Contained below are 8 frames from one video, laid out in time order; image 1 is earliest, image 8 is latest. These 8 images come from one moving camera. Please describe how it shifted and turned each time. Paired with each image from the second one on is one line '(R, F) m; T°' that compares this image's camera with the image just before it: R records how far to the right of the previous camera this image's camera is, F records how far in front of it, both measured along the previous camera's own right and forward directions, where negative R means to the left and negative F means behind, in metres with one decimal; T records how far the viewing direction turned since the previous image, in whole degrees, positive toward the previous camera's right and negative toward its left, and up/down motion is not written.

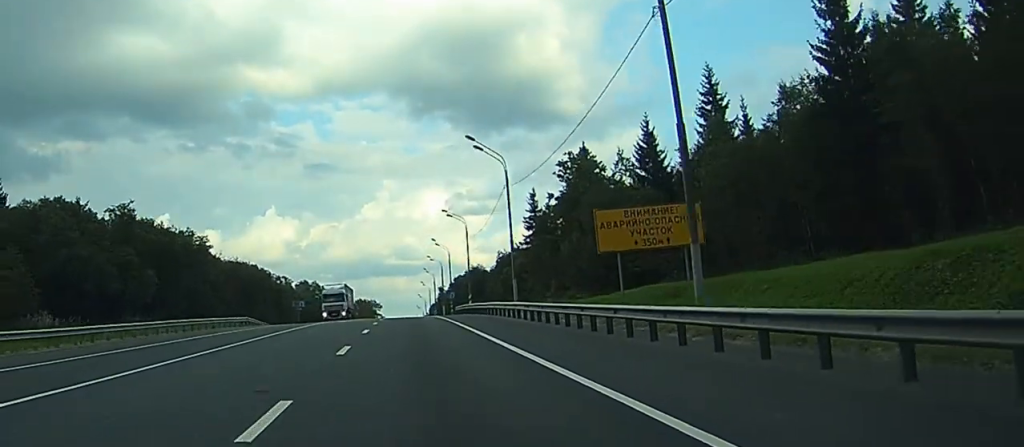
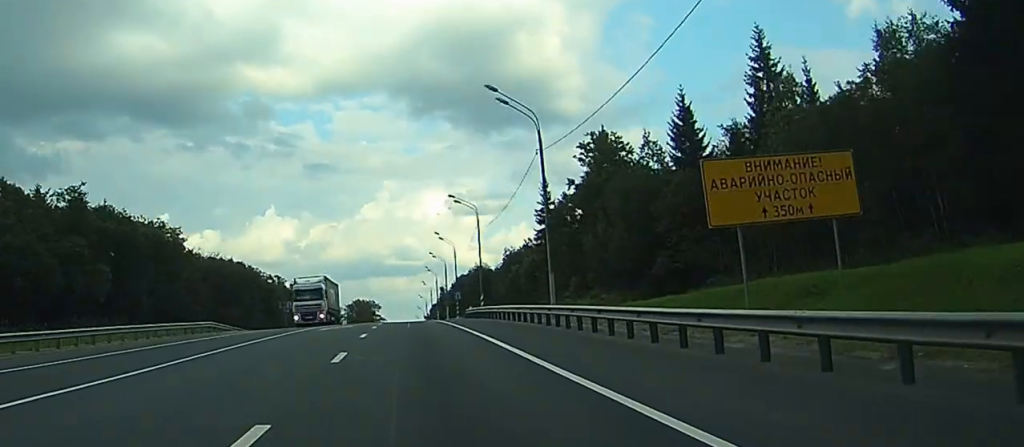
(0.0, +14.0) m; 0°
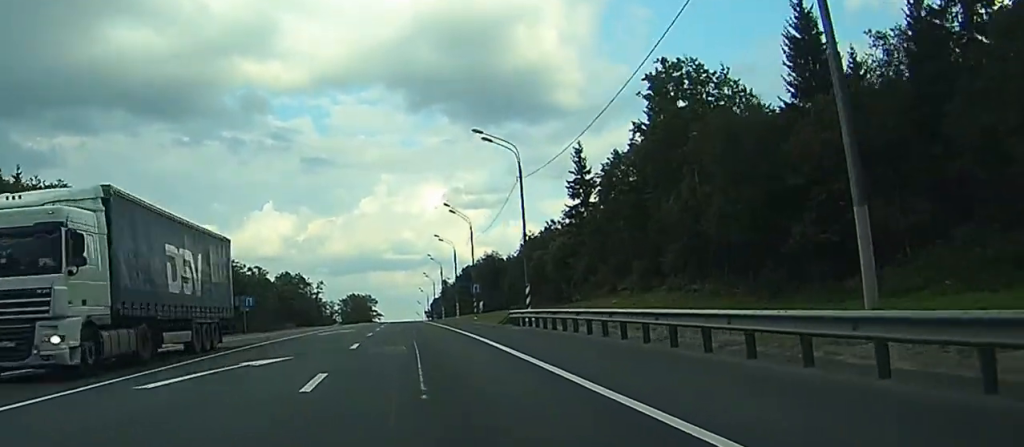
(0.0, +29.4) m; 0°
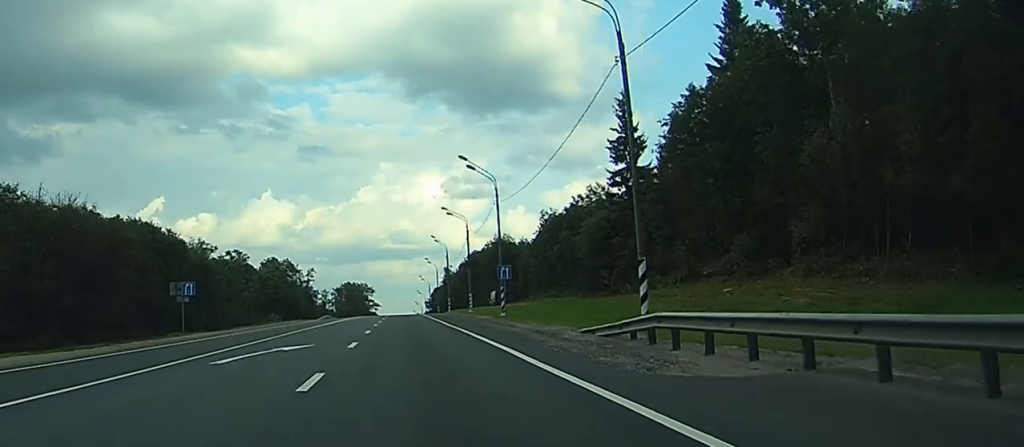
(-0.1, +24.0) m; 0°
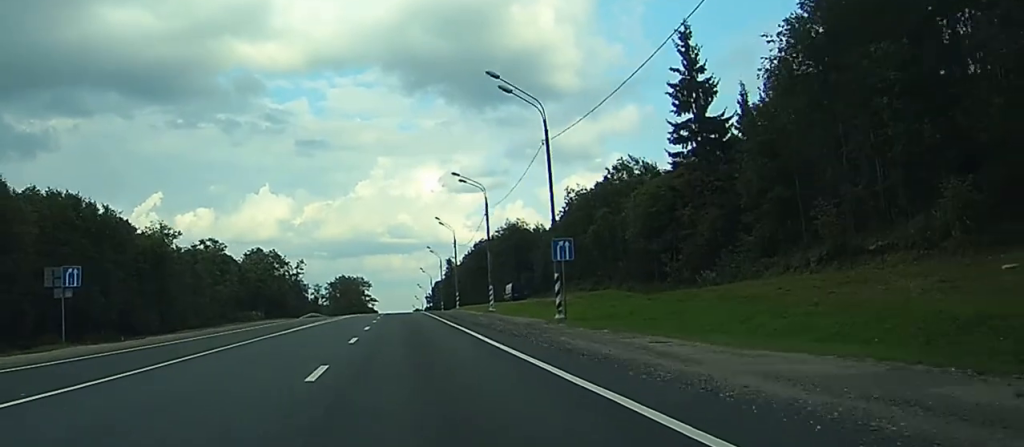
(+0.1, +22.1) m; 0°
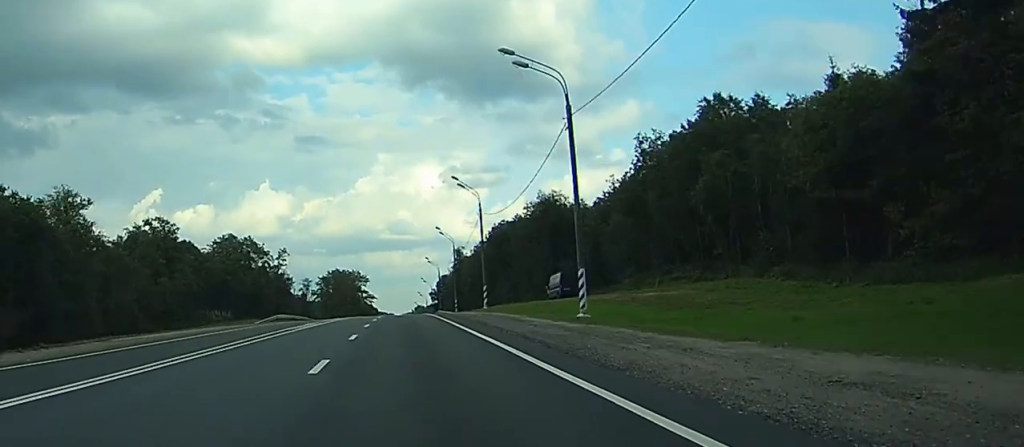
(-0.1, +34.3) m; 0°
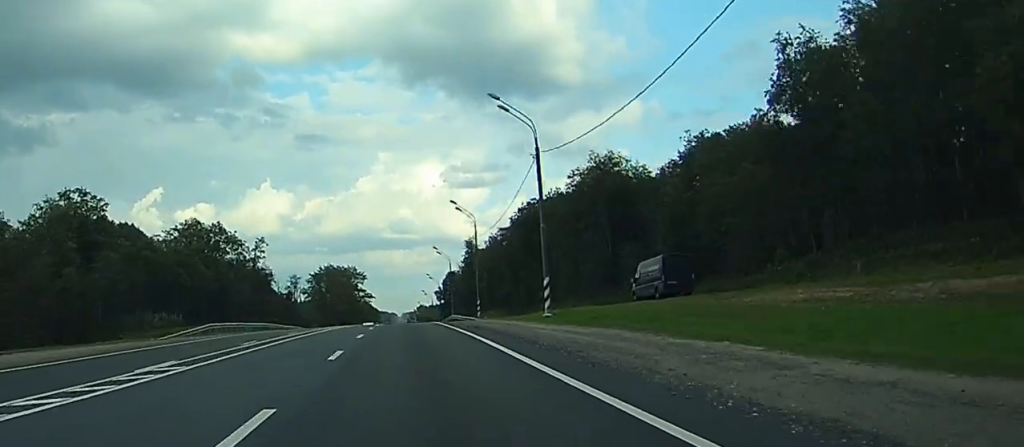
(-0.2, +30.3) m; 0°
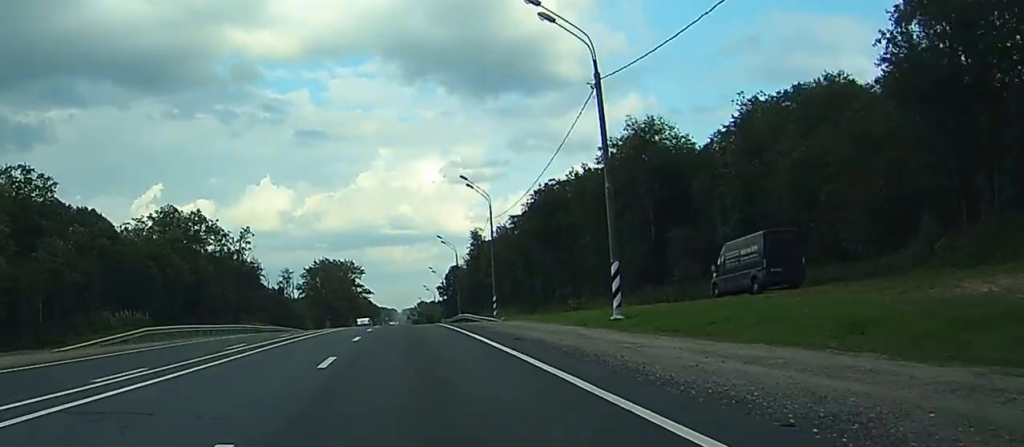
(0.0, +13.8) m; 0°
